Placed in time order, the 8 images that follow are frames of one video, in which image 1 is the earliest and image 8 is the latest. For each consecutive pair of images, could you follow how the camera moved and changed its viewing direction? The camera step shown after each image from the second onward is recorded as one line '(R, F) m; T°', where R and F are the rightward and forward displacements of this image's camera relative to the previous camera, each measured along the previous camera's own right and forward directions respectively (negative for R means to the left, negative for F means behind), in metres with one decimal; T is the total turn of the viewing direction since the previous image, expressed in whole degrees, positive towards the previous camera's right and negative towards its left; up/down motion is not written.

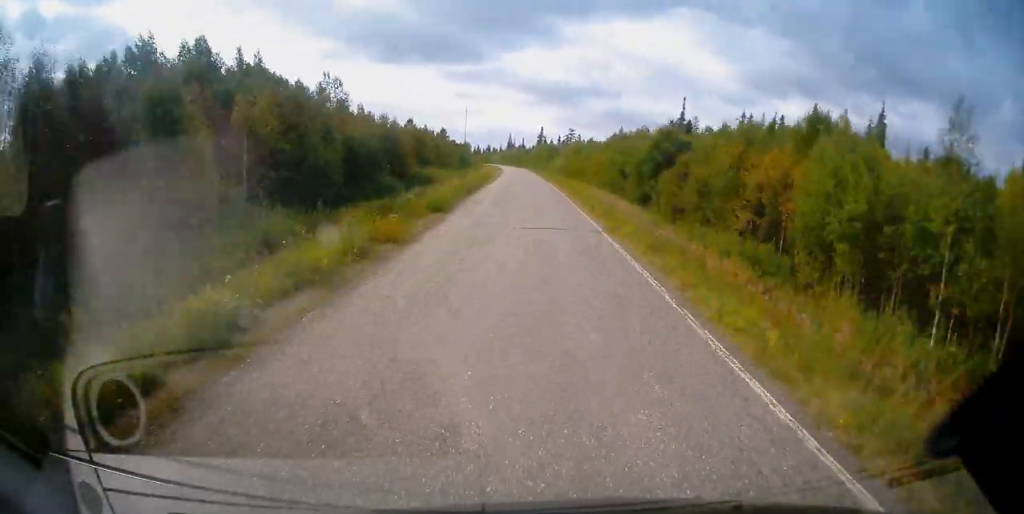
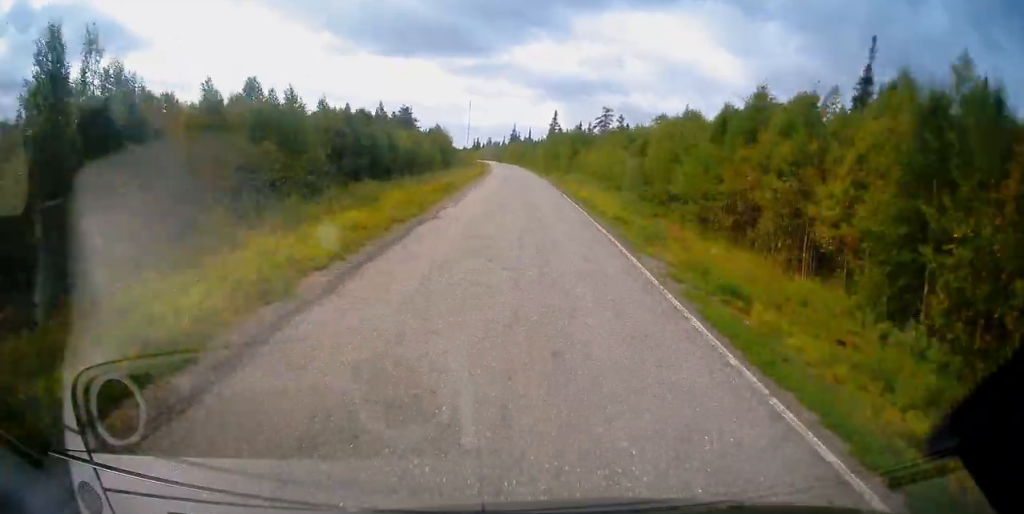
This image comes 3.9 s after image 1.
(-0.9, +64.2) m; -2°
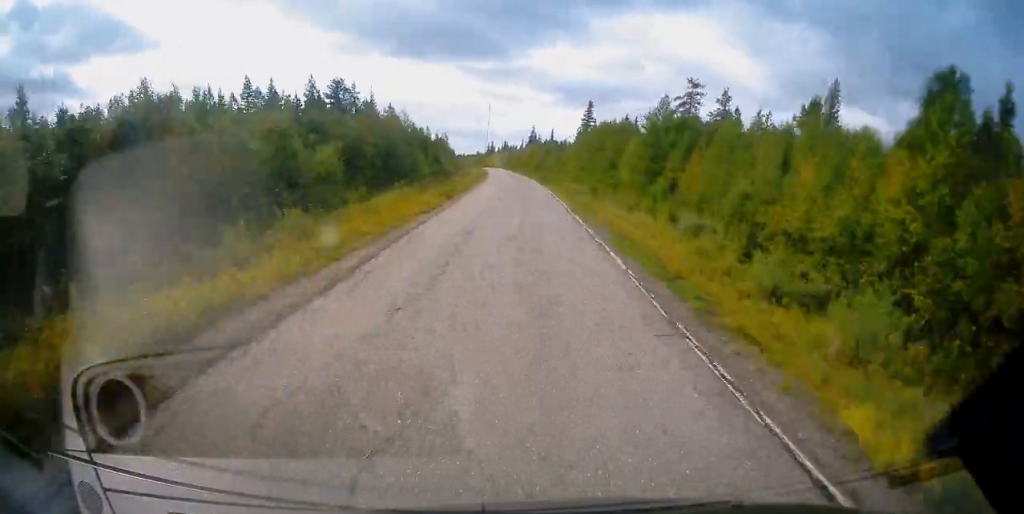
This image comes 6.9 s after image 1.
(-0.4, +49.8) m; -2°
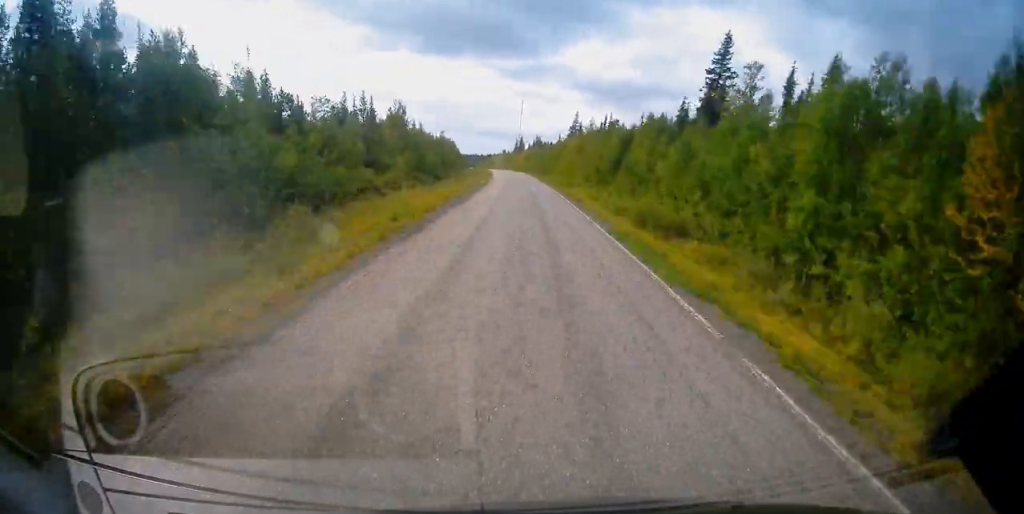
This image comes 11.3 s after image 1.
(-1.7, +72.3) m; -1°
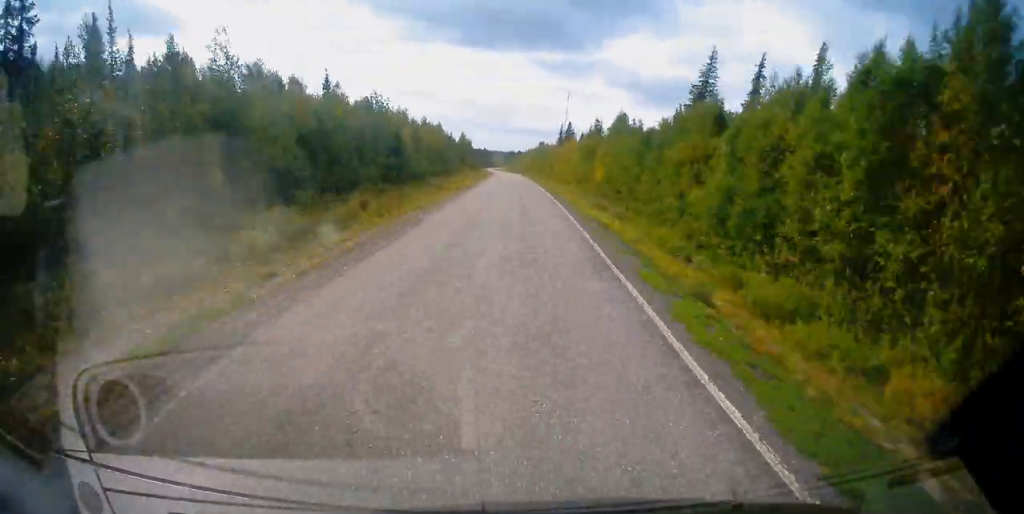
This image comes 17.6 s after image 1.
(-2.8, +106.0) m; -5°
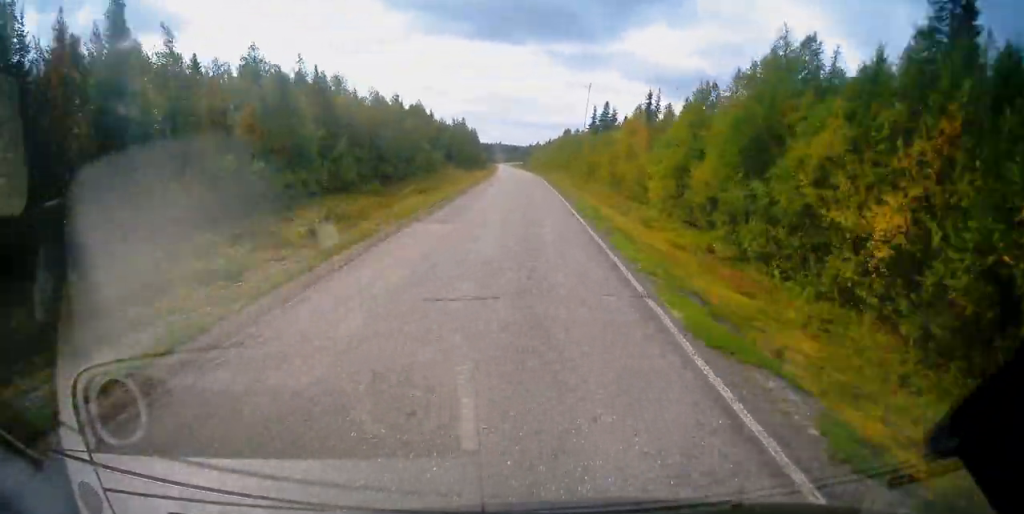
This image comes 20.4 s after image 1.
(-2.9, +48.2) m; -2°
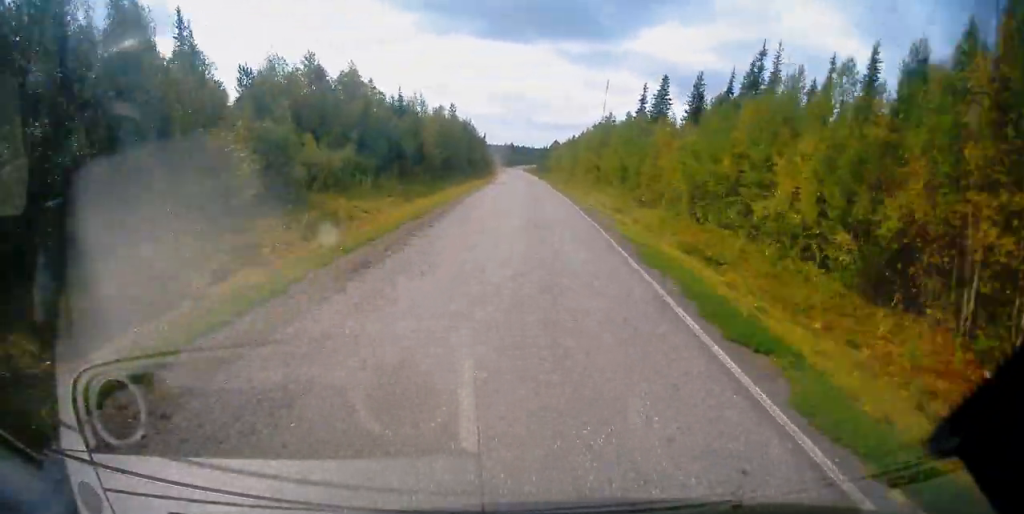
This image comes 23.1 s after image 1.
(-0.1, +46.4) m; 0°
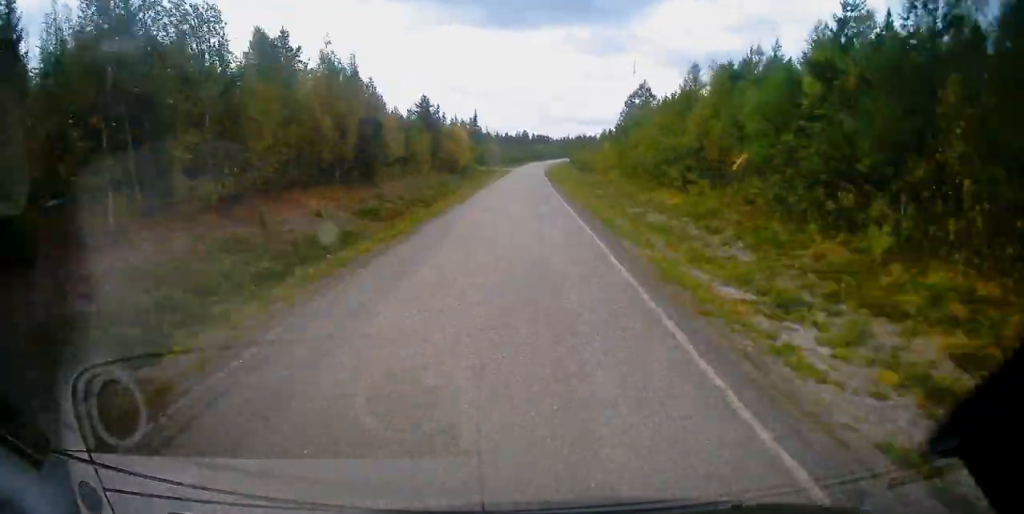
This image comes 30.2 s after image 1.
(-0.5, +120.6) m; 0°
